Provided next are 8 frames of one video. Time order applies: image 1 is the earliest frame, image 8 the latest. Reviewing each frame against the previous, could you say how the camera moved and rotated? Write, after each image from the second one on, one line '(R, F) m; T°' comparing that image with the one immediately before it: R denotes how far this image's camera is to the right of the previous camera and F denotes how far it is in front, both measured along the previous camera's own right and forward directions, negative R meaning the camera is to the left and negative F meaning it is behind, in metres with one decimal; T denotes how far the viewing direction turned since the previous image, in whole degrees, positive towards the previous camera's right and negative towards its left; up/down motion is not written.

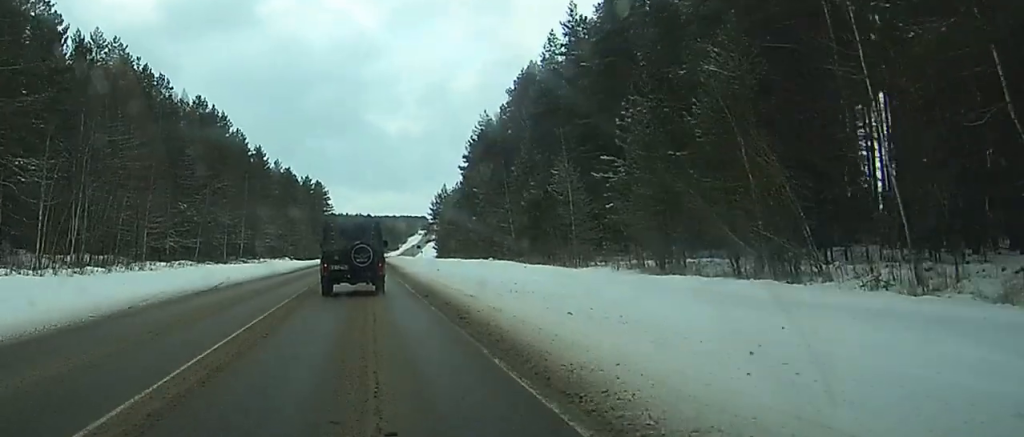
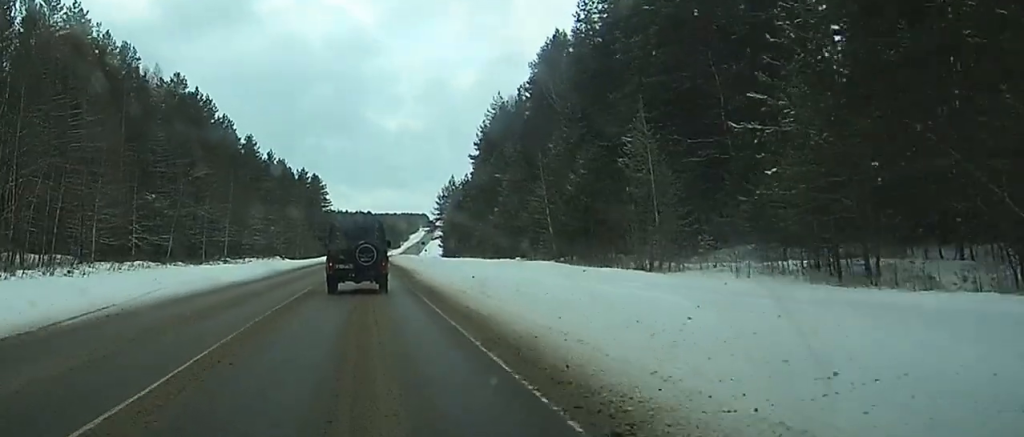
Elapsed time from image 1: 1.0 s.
(0.0, +16.6) m; 0°
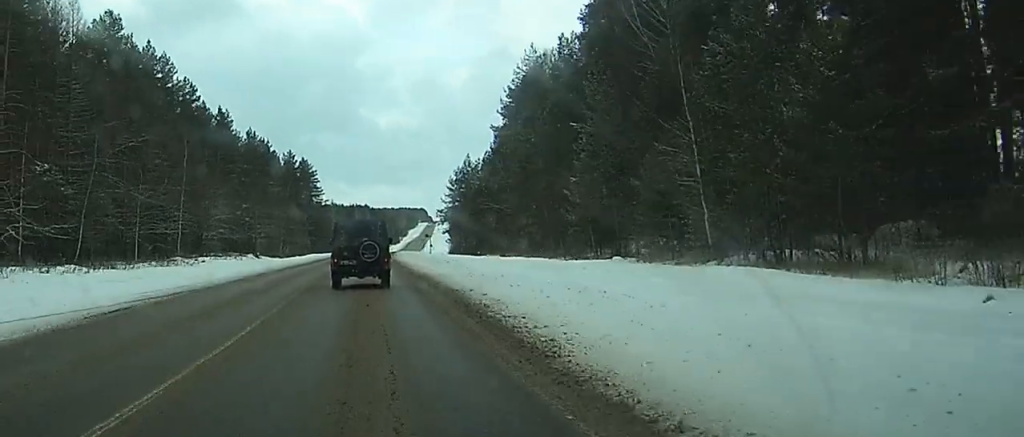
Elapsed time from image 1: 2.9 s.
(-0.1, +31.0) m; 0°
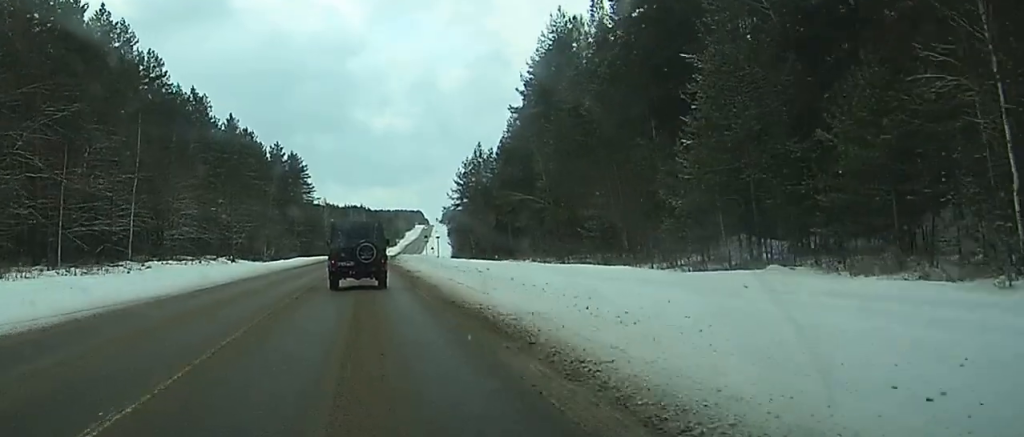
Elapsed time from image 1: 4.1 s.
(0.0, +18.9) m; 0°
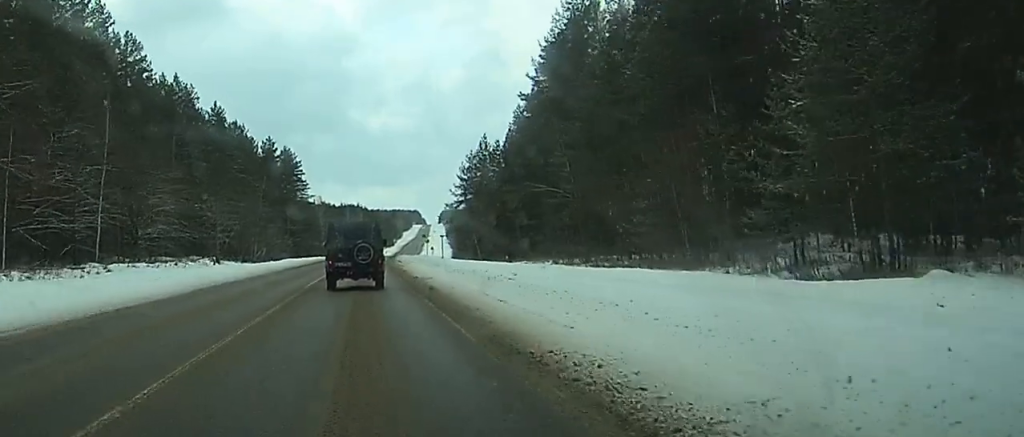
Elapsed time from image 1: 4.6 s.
(0.0, +9.0) m; 0°
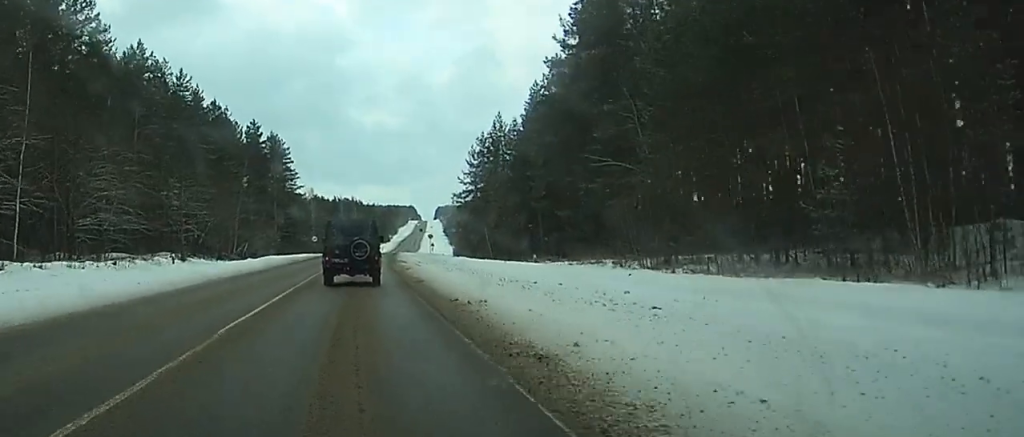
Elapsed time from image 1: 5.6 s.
(+0.1, +16.5) m; 0°
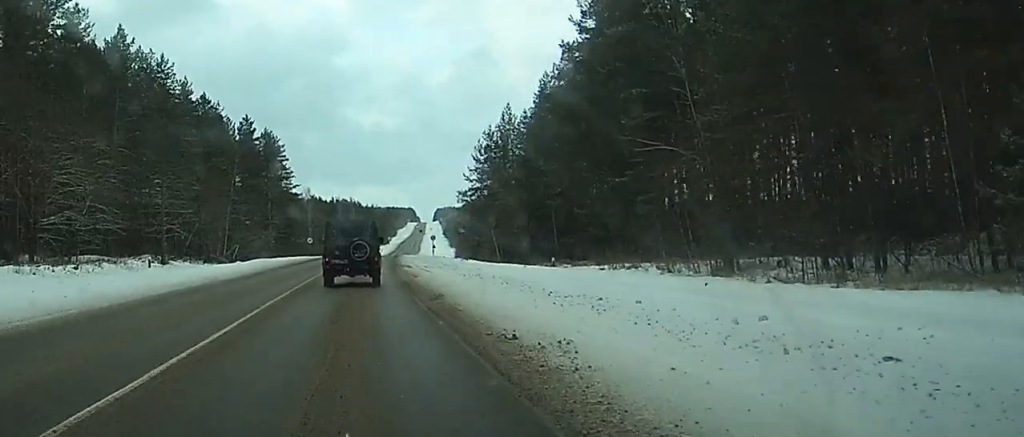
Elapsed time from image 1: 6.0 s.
(0.0, +7.4) m; 0°
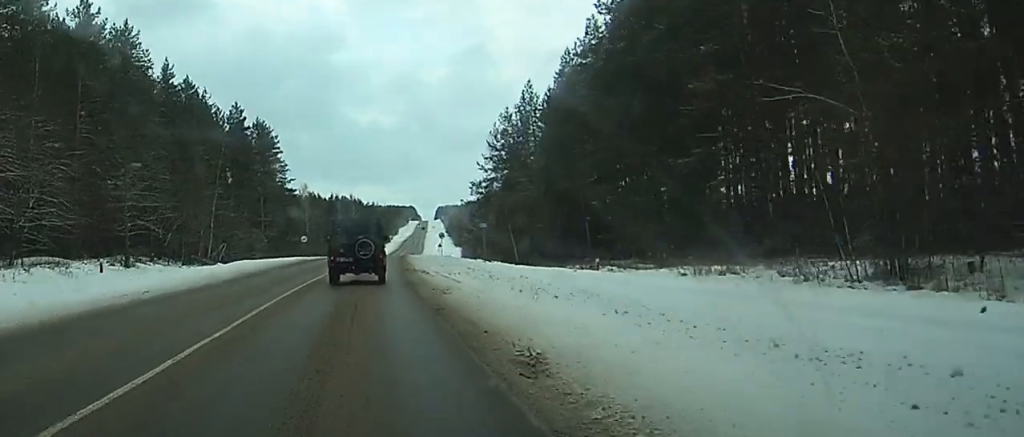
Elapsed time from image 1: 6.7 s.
(0.0, +11.9) m; 0°
